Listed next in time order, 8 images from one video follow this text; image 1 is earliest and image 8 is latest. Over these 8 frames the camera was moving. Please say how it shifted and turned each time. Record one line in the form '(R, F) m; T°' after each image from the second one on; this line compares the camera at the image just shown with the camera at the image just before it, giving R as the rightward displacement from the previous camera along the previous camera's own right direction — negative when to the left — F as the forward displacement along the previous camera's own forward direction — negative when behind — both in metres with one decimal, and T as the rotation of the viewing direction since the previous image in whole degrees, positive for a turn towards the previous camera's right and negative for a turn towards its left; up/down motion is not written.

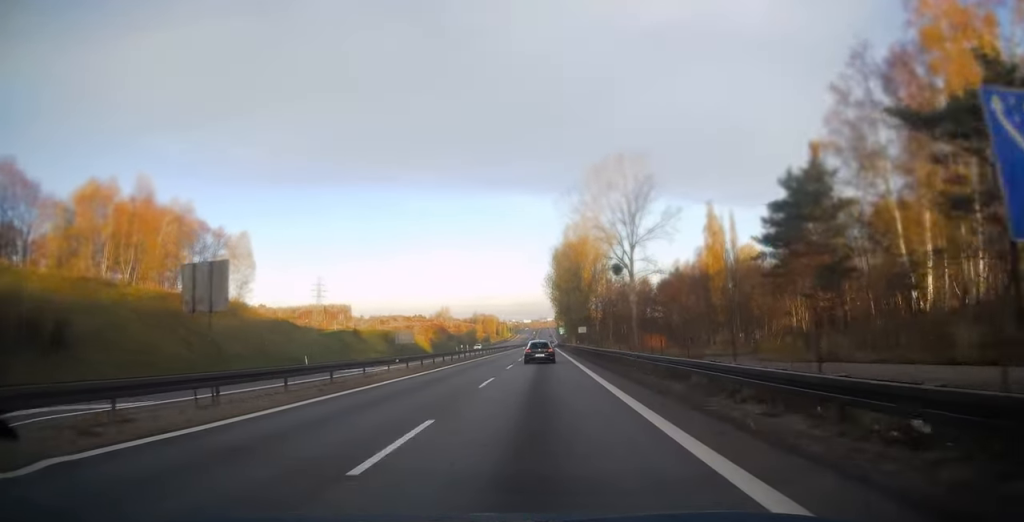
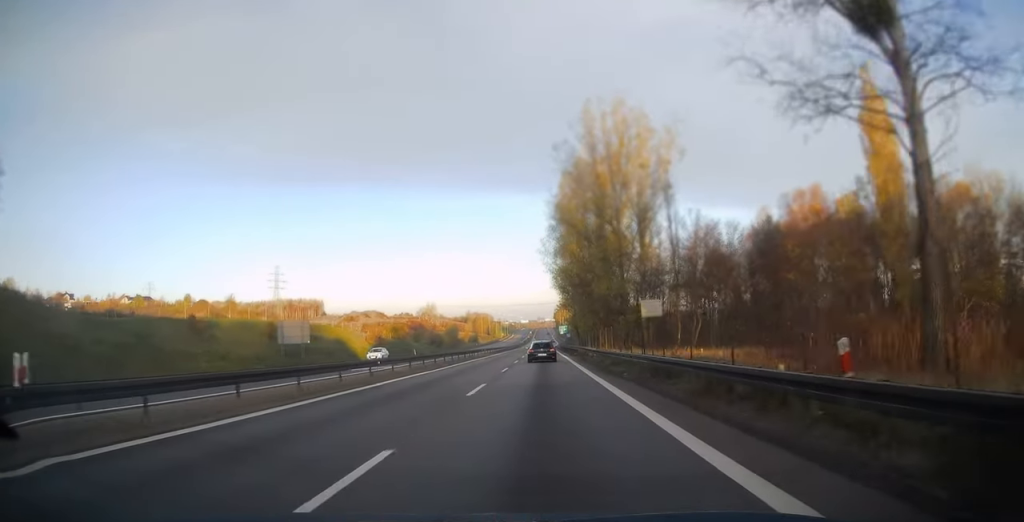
(0.0, +50.8) m; 0°
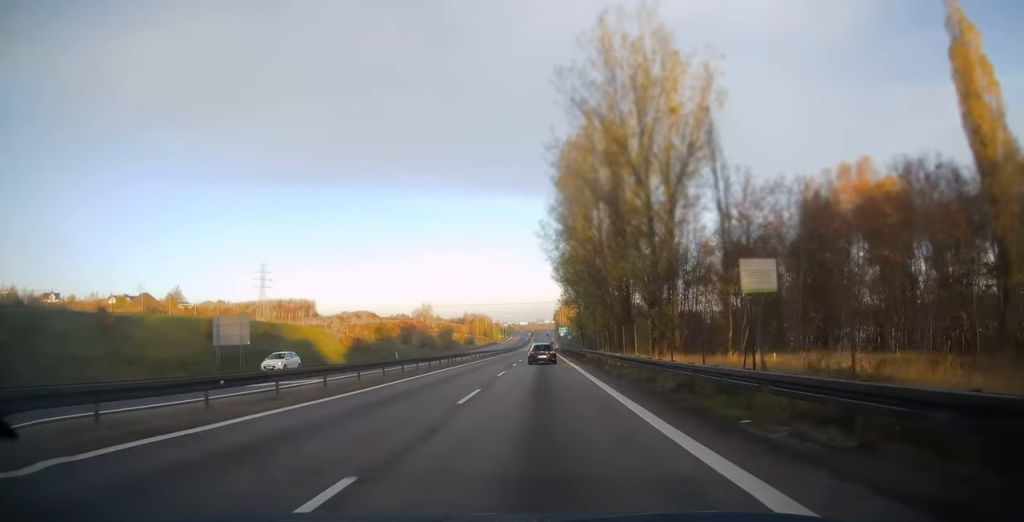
(0.0, +13.5) m; 0°
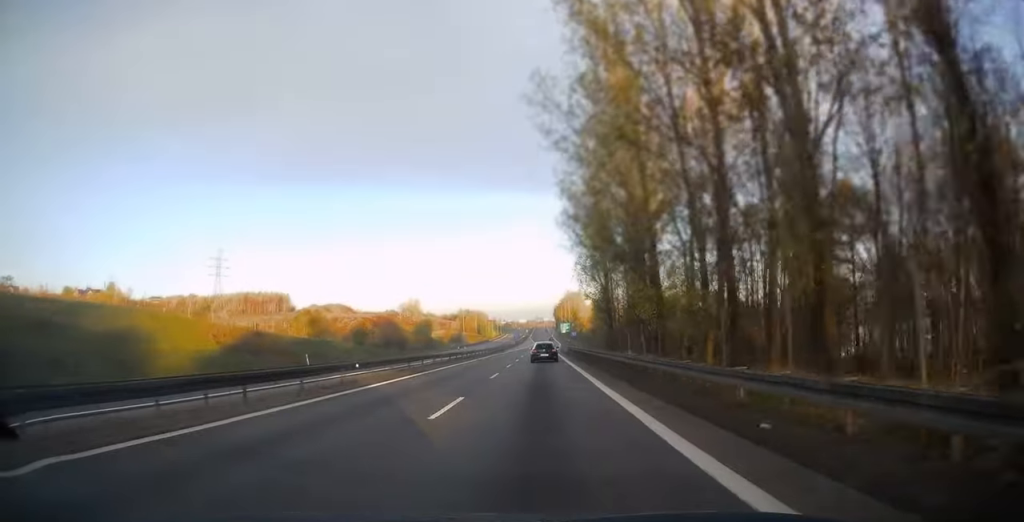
(0.0, +37.8) m; 0°
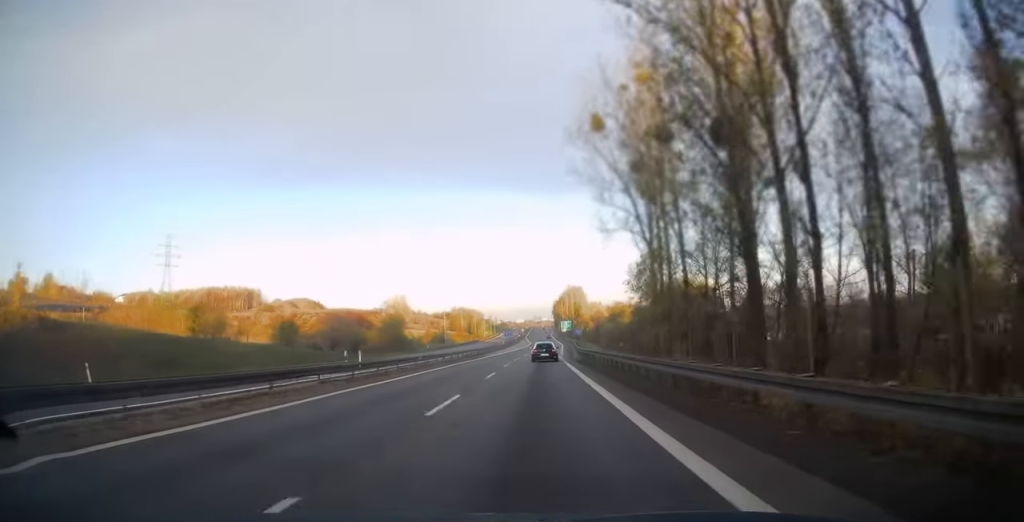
(+0.1, +33.0) m; 0°
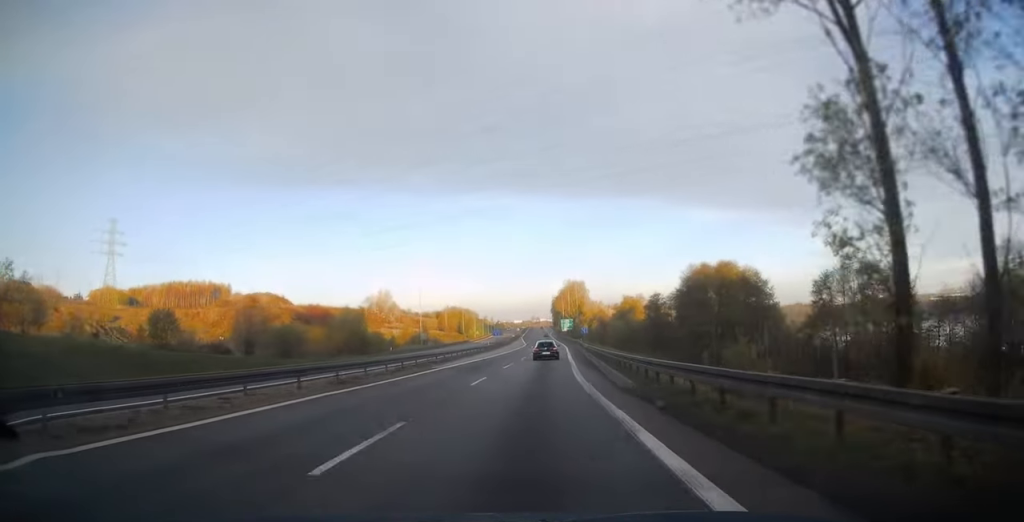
(0.0, +29.1) m; 0°
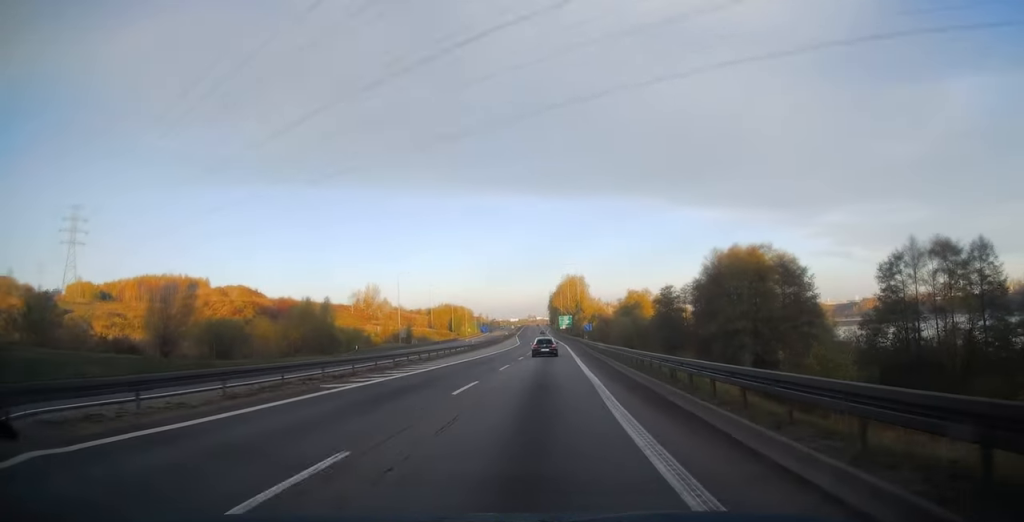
(-0.1, +16.6) m; 0°
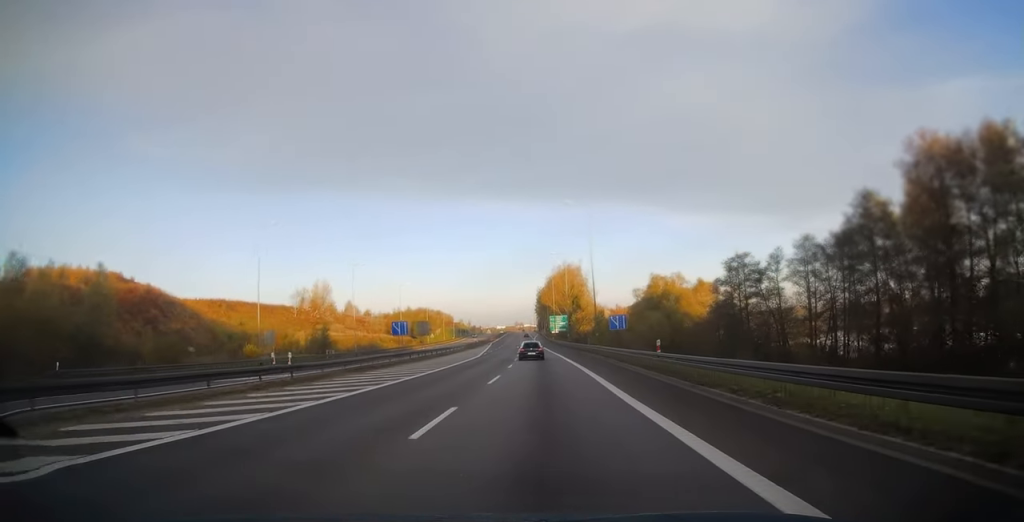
(+0.8, +53.8) m; +1°
